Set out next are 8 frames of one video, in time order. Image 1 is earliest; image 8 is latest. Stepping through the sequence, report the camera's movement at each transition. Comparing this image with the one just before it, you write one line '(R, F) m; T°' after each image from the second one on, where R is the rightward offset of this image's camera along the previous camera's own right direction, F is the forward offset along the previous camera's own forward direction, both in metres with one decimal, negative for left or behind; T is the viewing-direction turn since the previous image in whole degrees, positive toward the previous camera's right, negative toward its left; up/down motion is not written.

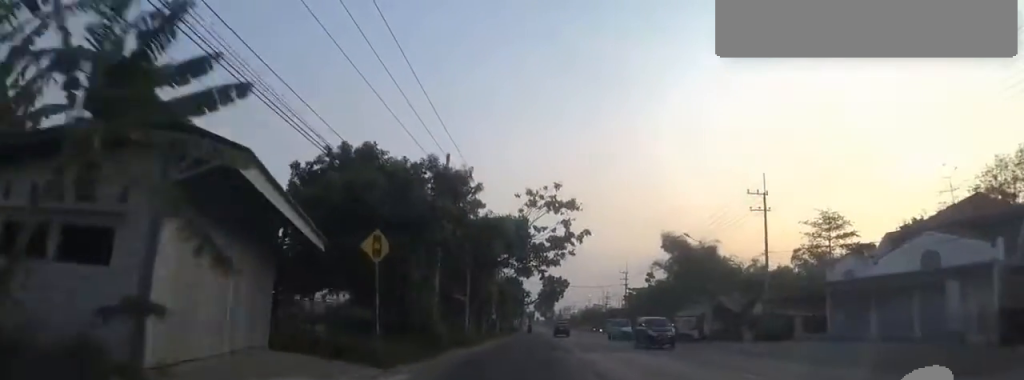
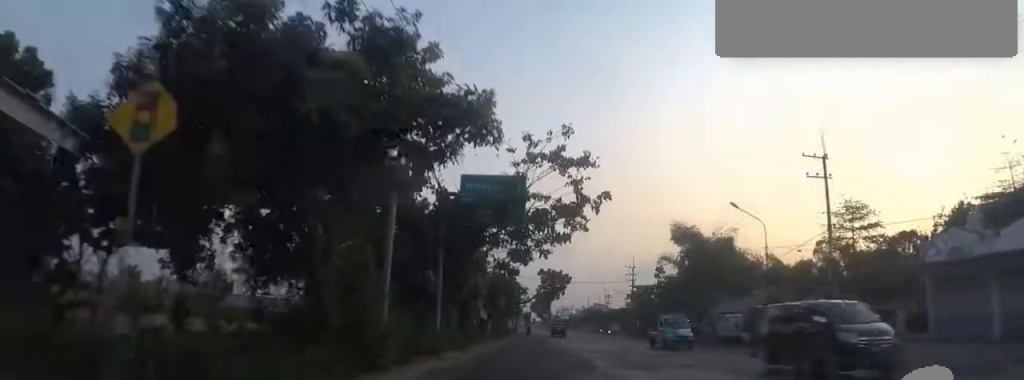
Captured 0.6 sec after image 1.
(+0.4, +8.6) m; 0°
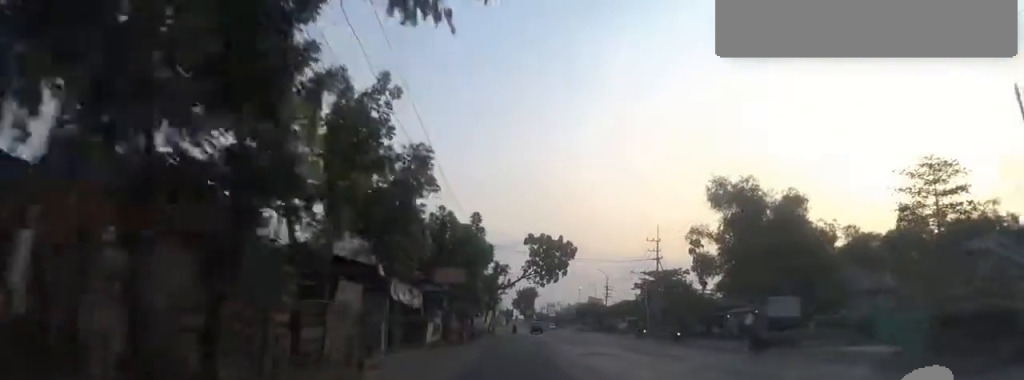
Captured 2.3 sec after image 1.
(-0.3, +24.6) m; +2°
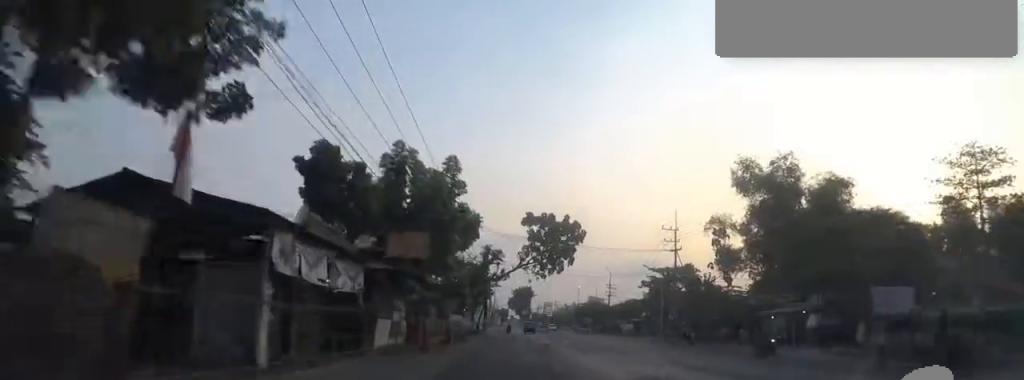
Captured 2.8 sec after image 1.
(+0.6, +8.3) m; +3°
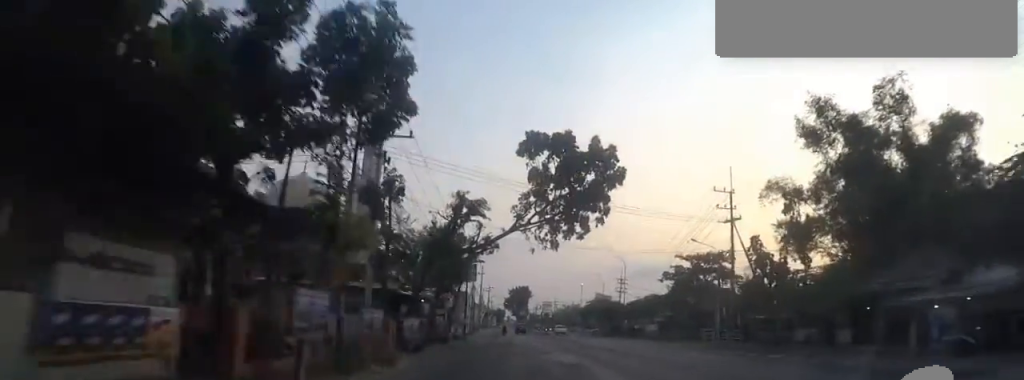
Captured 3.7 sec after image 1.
(+0.5, +15.7) m; -1°
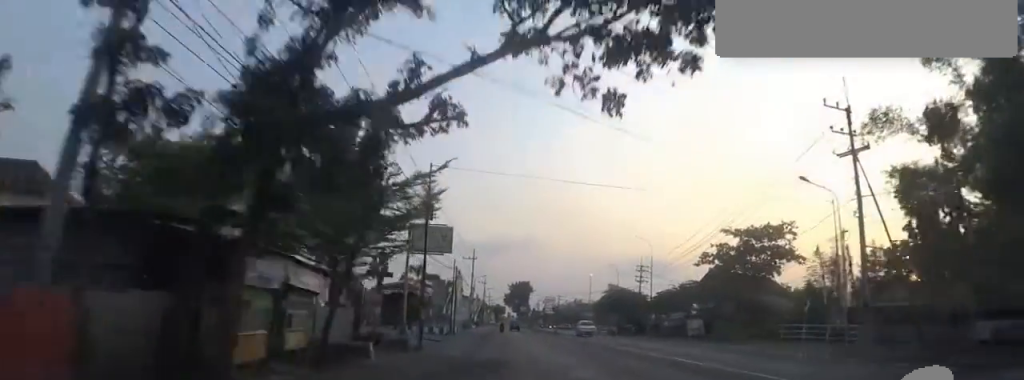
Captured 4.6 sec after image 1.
(-0.8, +16.0) m; -1°
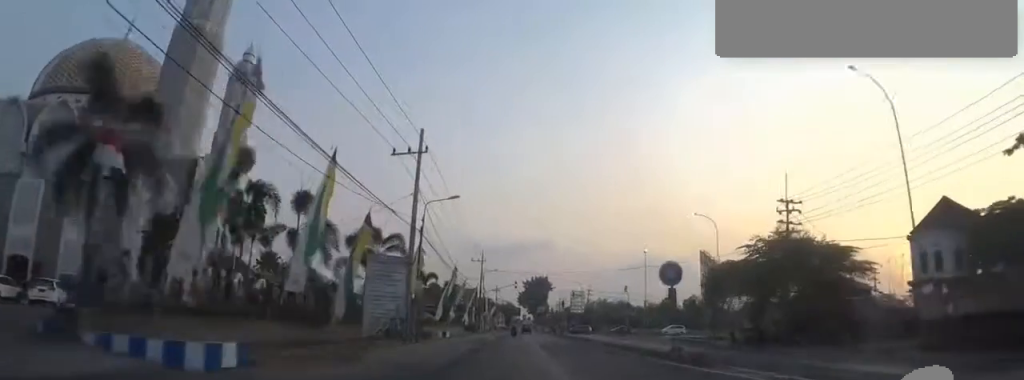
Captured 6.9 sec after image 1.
(+1.3, +41.9) m; +1°
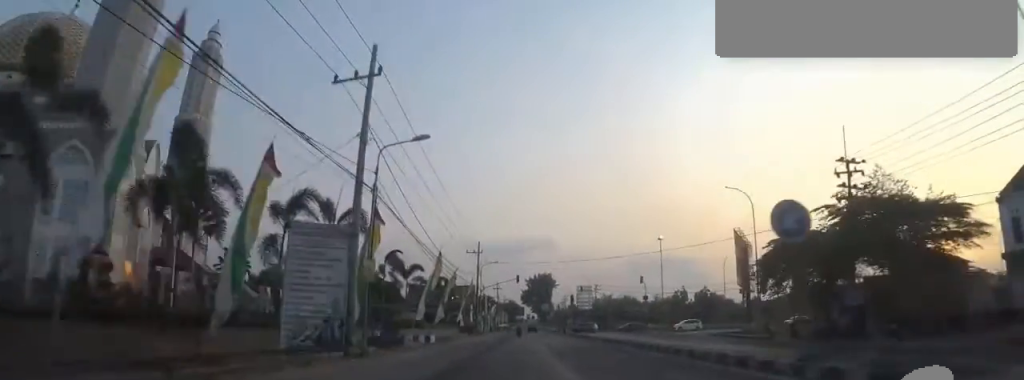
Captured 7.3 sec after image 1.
(-0.1, +8.1) m; -1°
